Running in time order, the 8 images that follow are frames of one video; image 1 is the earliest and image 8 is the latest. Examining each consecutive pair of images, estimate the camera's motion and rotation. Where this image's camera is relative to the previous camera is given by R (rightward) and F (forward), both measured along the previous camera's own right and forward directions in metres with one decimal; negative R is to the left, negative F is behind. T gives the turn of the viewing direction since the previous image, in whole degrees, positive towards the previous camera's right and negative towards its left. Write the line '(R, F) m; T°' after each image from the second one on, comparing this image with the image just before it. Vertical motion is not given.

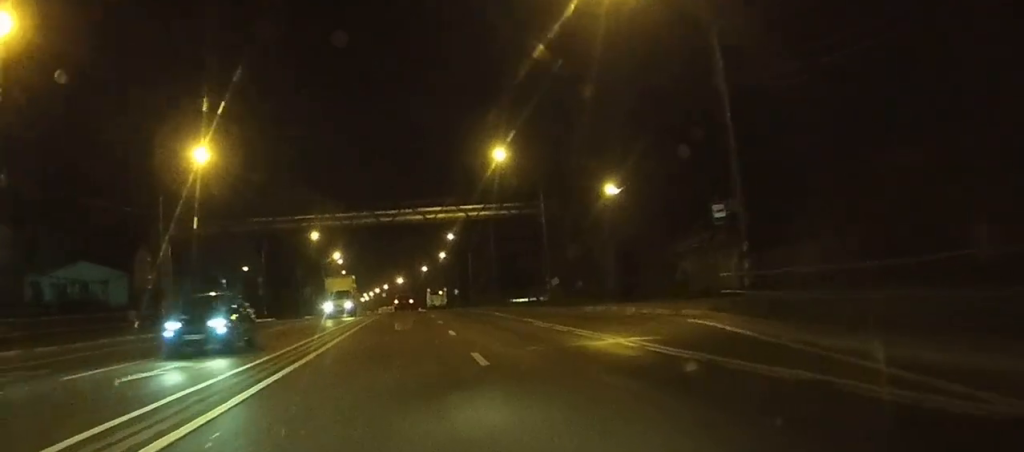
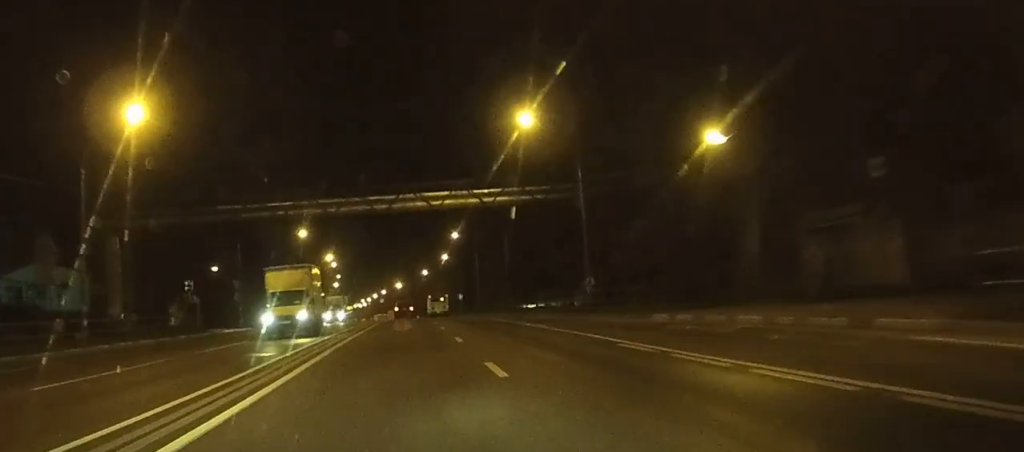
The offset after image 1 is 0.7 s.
(0.0, +13.6) m; 0°
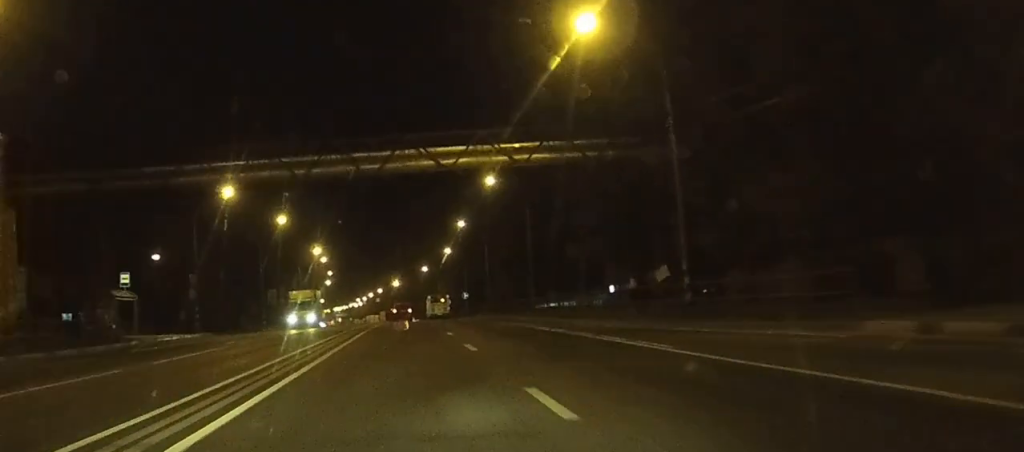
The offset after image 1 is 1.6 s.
(+0.1, +16.8) m; 0°
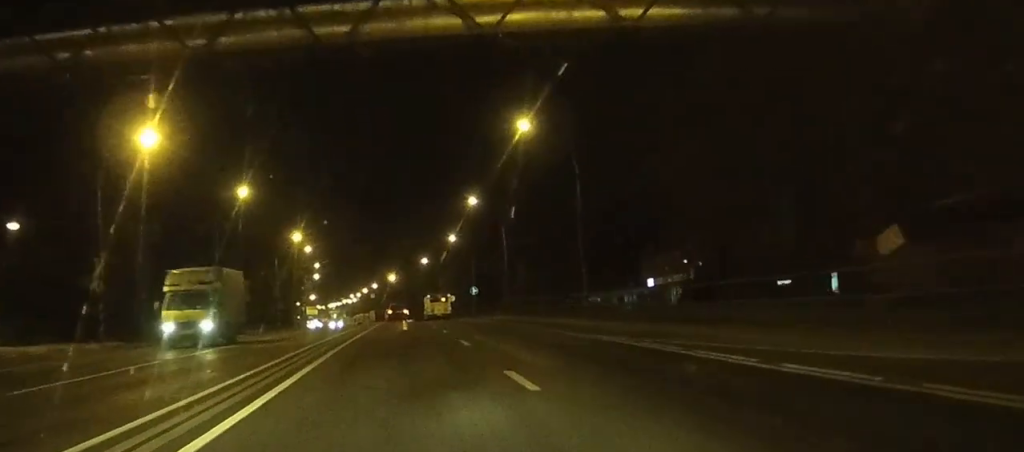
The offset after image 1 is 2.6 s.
(0.0, +20.7) m; 0°
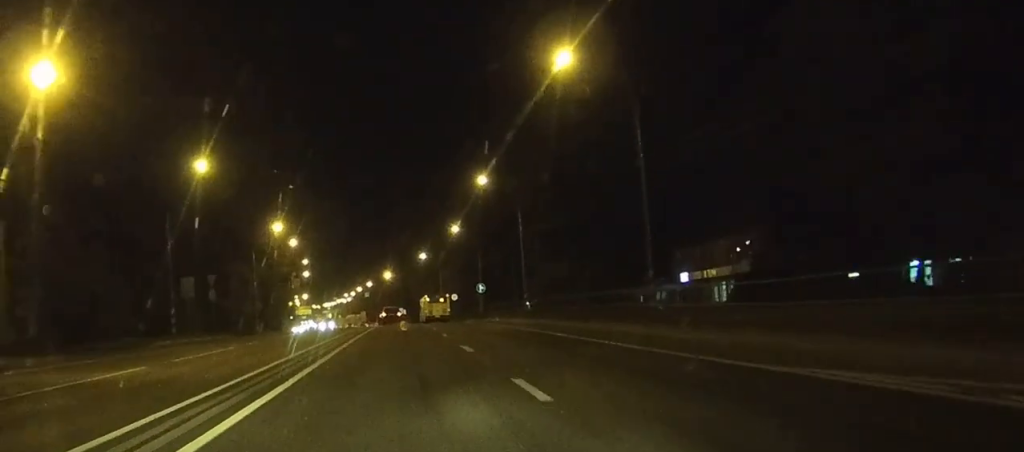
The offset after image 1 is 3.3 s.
(0.0, +13.5) m; 0°
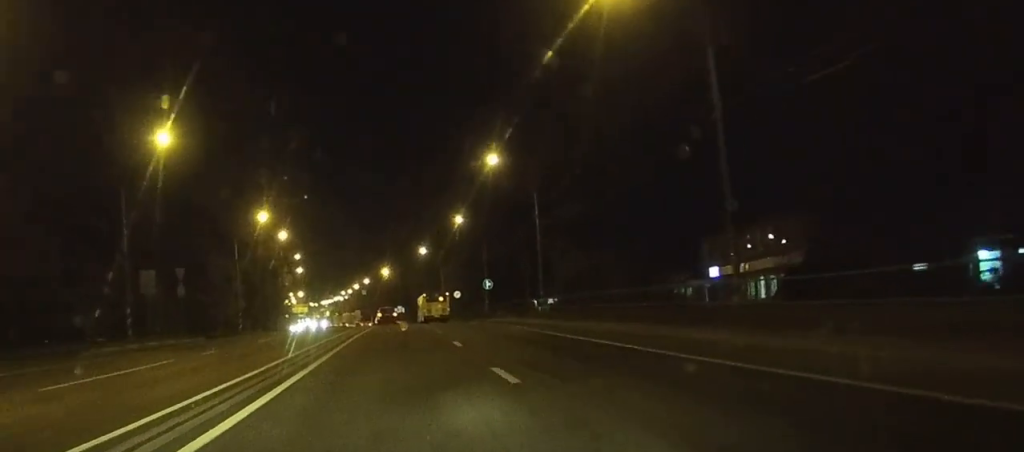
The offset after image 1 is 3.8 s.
(0.0, +8.9) m; 0°
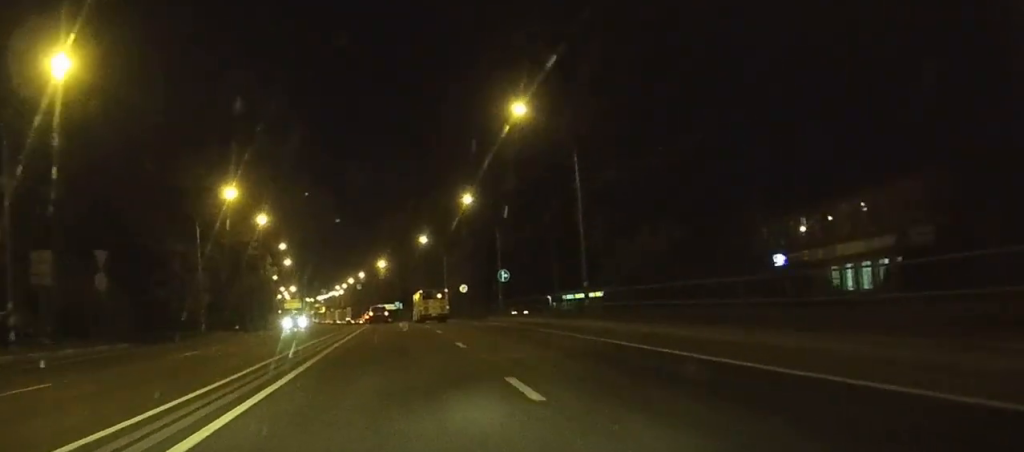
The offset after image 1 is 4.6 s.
(0.0, +14.6) m; 0°
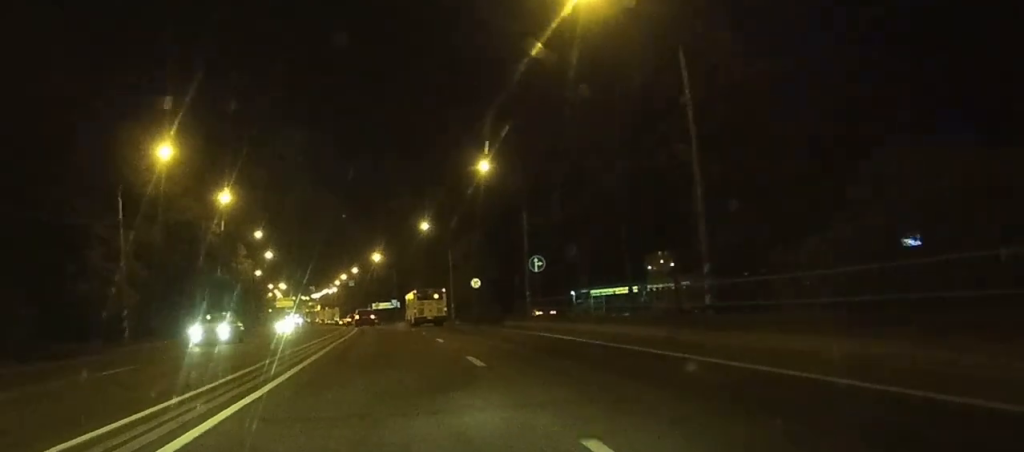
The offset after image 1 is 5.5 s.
(0.0, +18.1) m; 0°
